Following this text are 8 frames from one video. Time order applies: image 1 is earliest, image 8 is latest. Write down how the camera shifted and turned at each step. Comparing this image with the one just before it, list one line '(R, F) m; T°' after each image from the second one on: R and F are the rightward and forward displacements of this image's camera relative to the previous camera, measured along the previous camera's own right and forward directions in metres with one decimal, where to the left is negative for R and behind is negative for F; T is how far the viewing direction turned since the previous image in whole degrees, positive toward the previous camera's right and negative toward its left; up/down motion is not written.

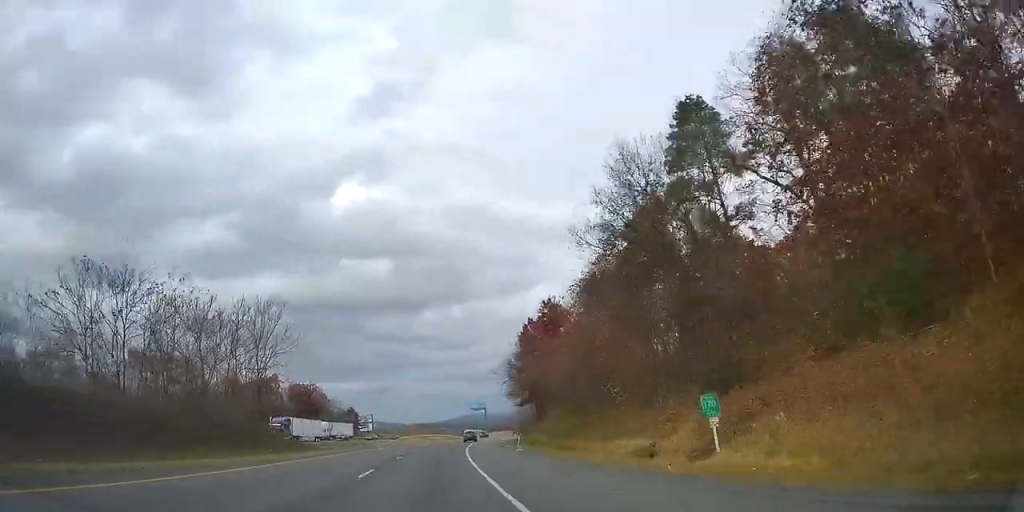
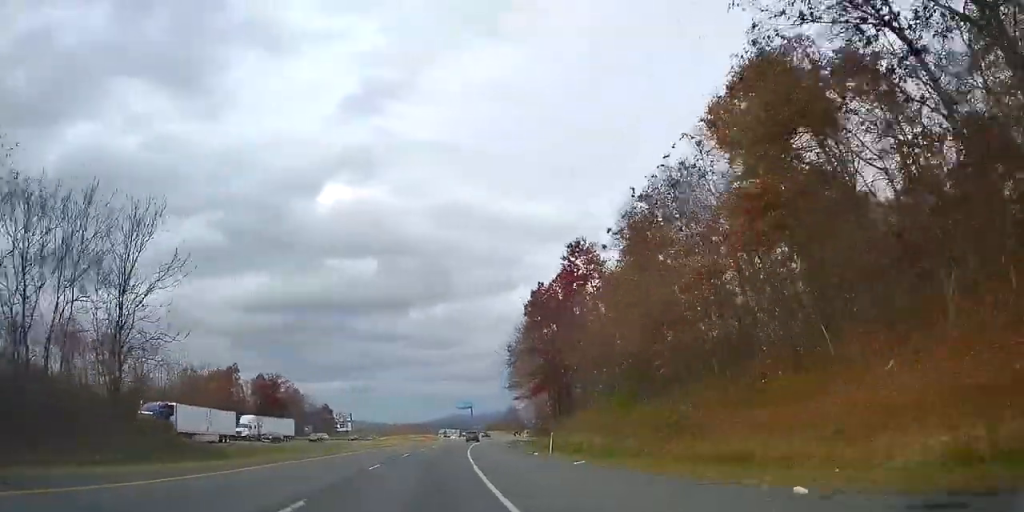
(0.0, +21.5) m; +1°
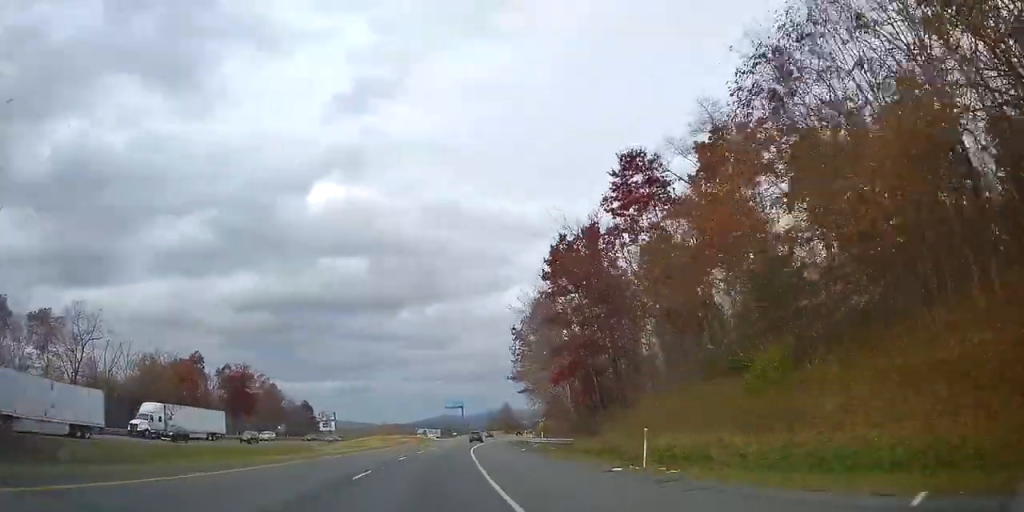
(0.0, +16.8) m; +1°
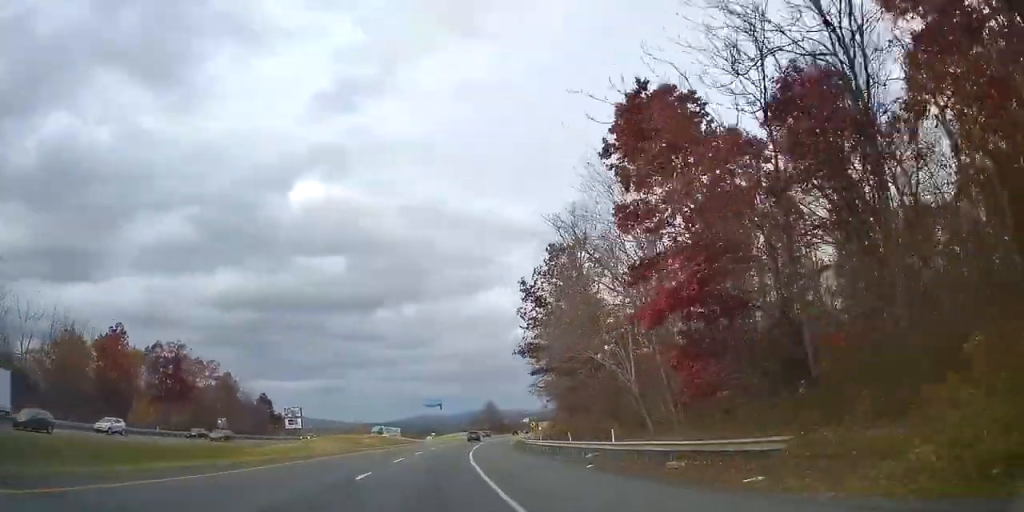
(+0.5, +24.2) m; +2°
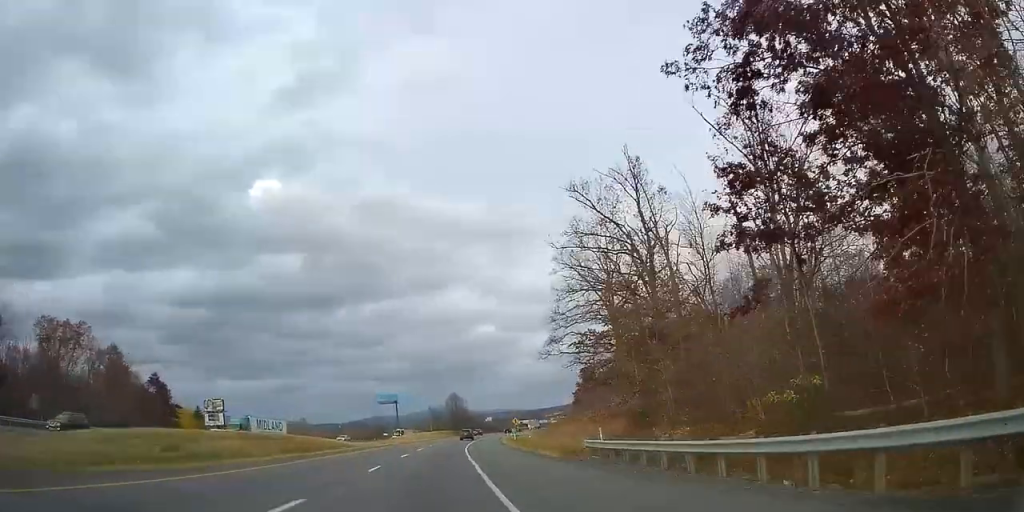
(+1.0, +44.2) m; +2°
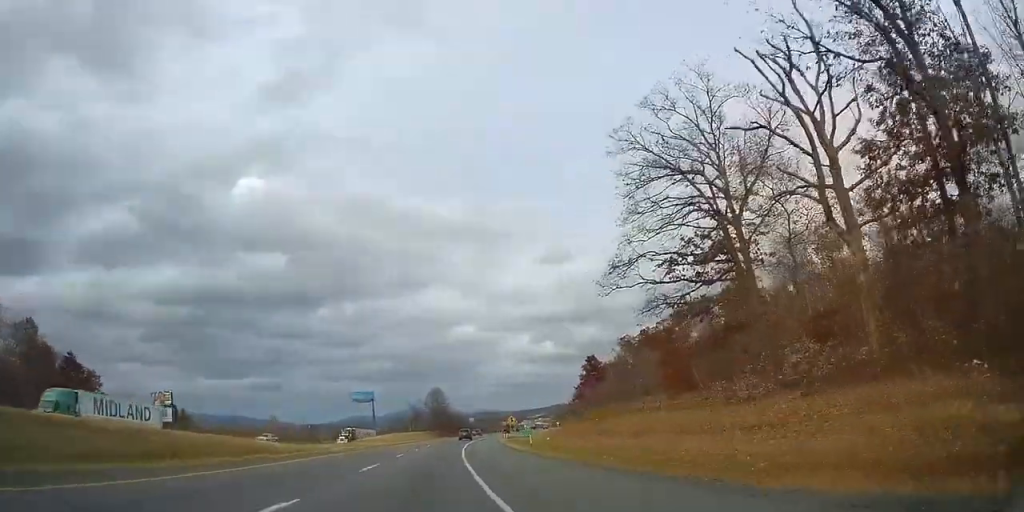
(+0.1, +24.6) m; +1°
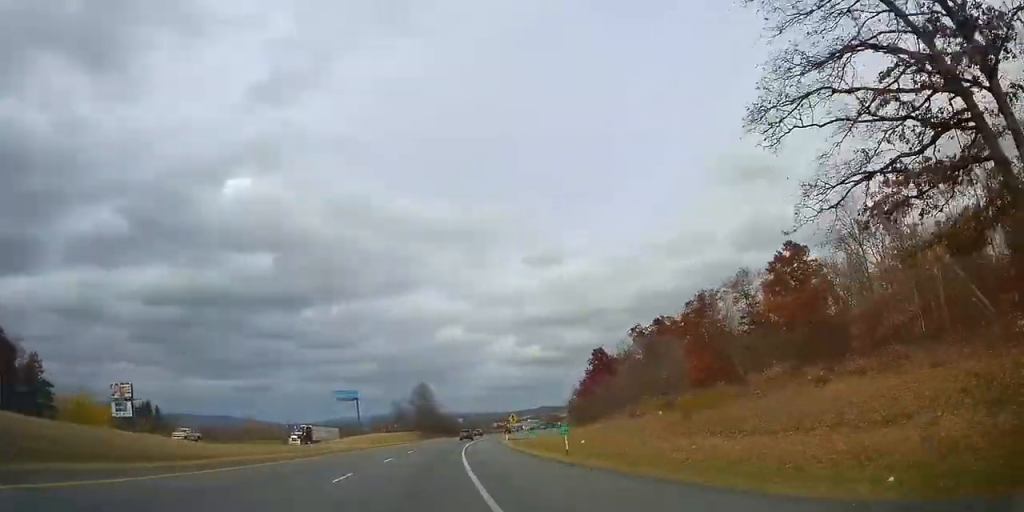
(+0.3, +16.6) m; +1°
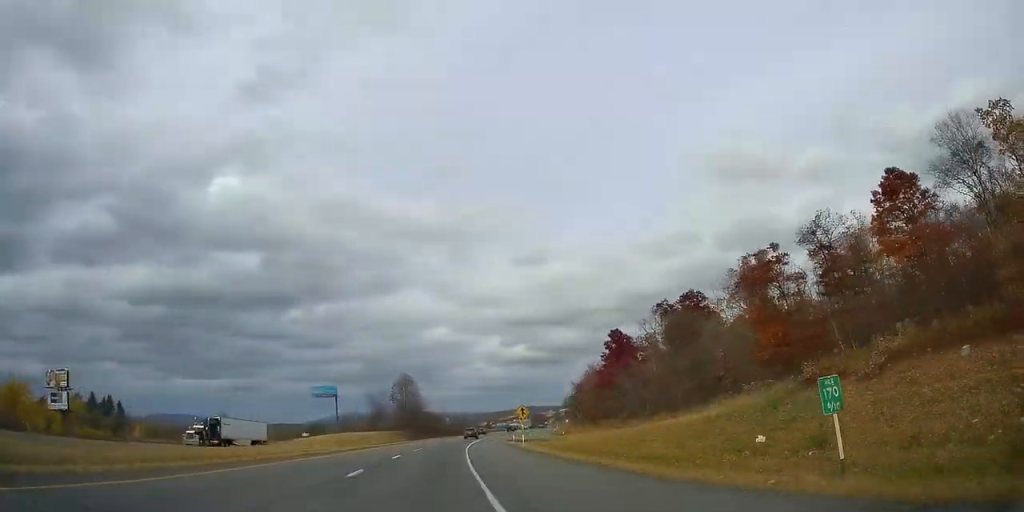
(+0.4, +22.6) m; +1°
